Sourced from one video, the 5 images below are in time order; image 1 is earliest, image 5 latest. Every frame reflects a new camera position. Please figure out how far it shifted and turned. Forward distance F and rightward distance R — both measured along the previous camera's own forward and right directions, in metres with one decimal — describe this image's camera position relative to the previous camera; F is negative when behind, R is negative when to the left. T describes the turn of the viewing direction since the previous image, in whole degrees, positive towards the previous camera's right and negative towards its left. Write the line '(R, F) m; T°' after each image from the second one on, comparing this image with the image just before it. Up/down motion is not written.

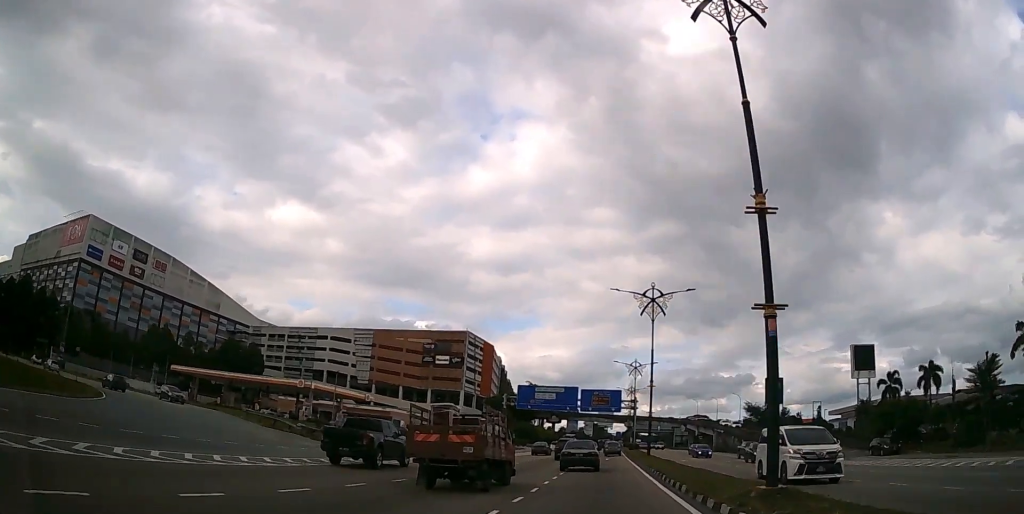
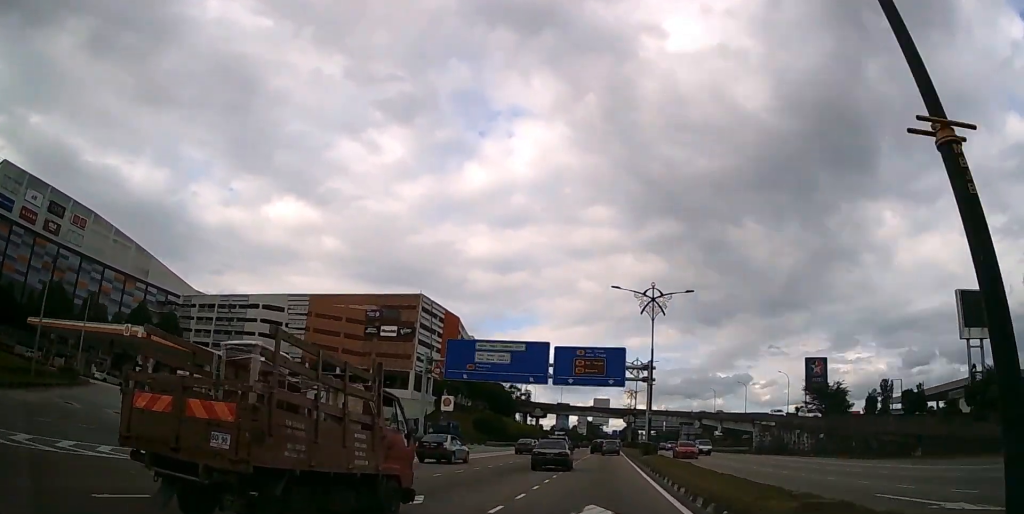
(+0.2, +36.3) m; 0°
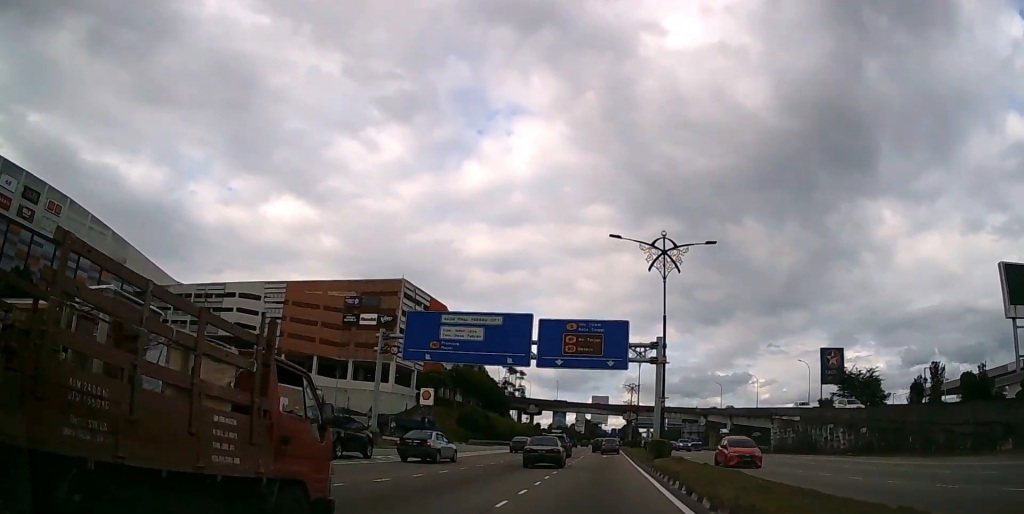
(0.0, +10.2) m; 0°
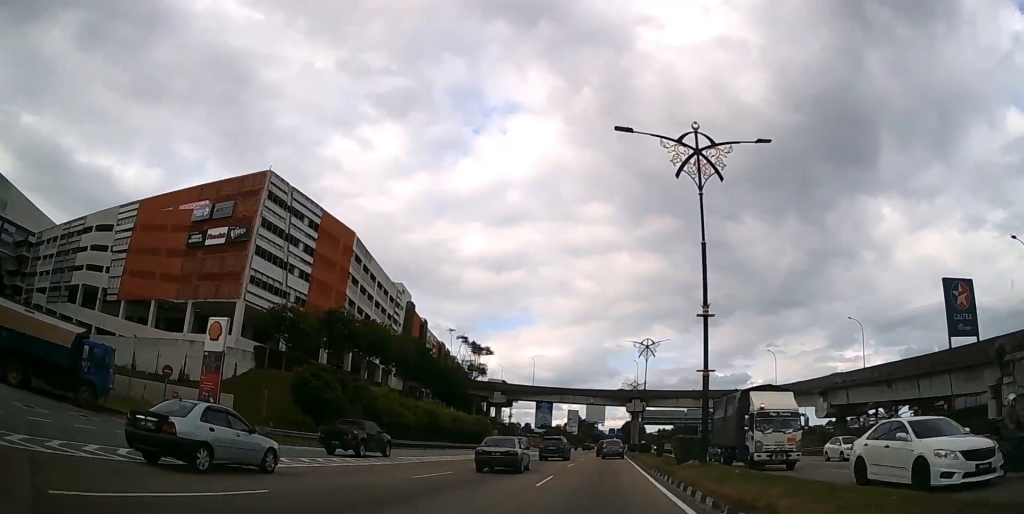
(+0.3, +48.2) m; 0°
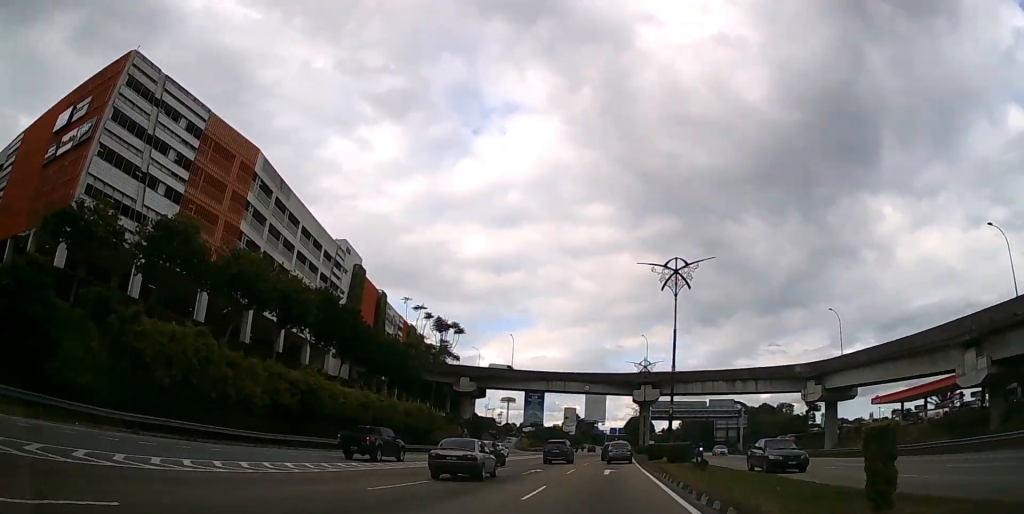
(+0.1, +27.5) m; 0°
